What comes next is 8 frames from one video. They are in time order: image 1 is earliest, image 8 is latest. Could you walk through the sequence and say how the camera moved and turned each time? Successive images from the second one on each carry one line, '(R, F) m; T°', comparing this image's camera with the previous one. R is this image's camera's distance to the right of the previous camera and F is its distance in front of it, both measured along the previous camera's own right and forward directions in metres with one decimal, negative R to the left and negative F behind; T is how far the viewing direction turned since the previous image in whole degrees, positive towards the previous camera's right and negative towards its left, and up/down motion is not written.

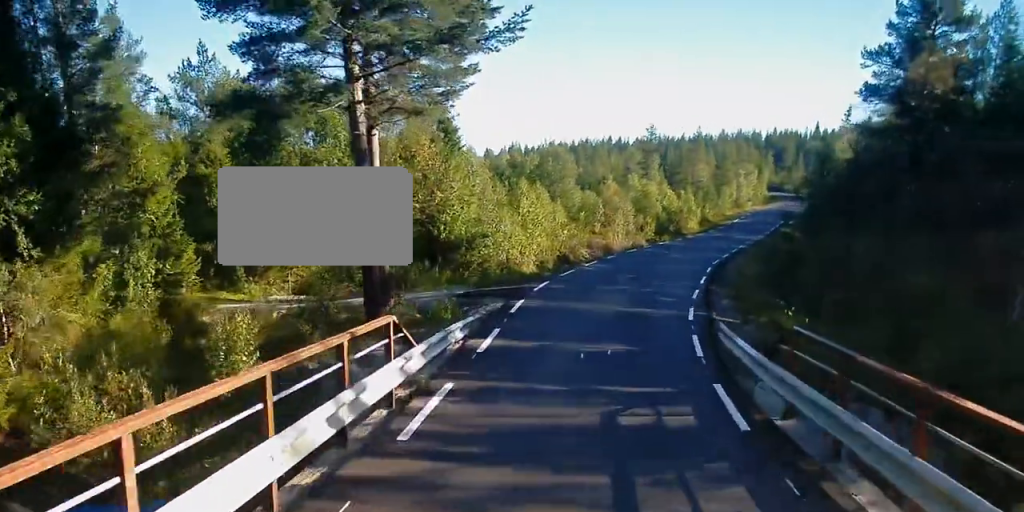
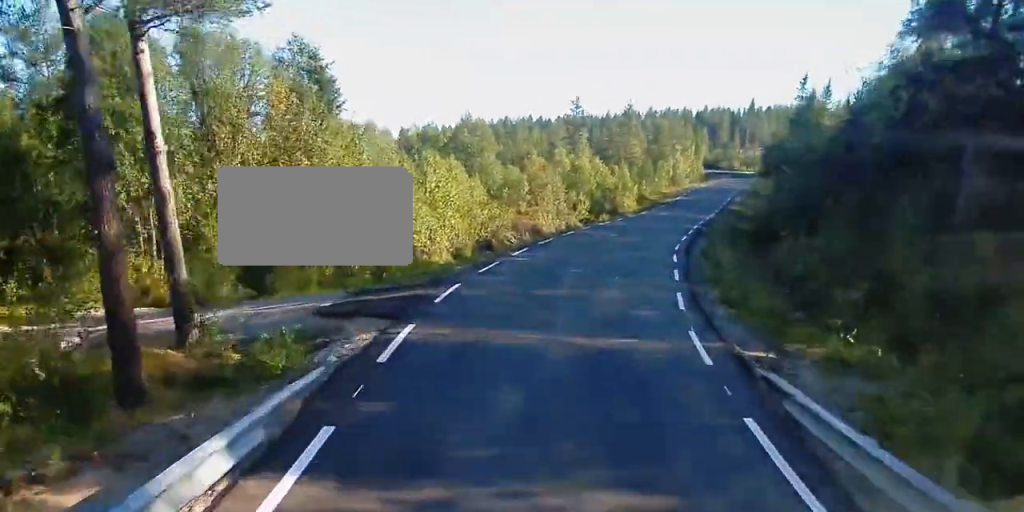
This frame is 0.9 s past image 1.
(+0.5, +9.5) m; +6°
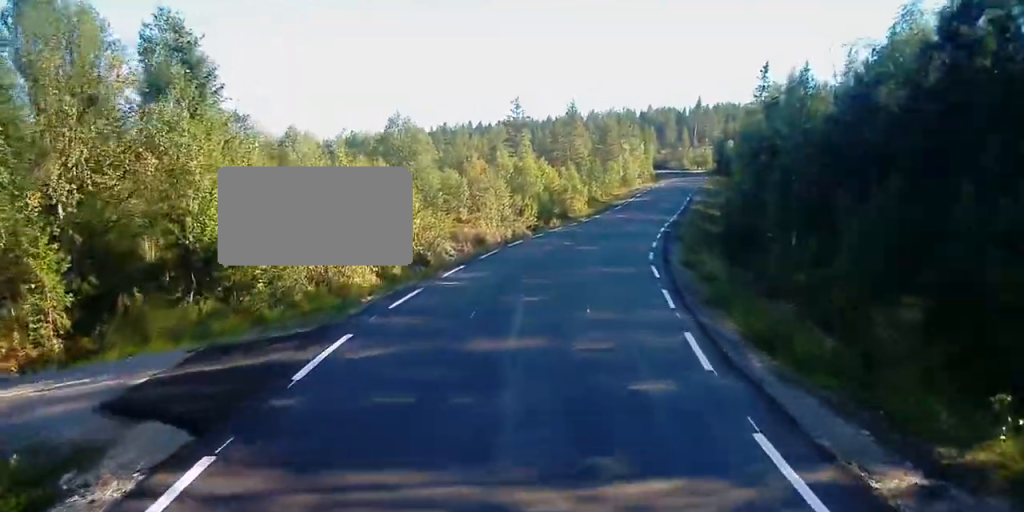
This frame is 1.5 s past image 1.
(+0.2, +7.1) m; +4°
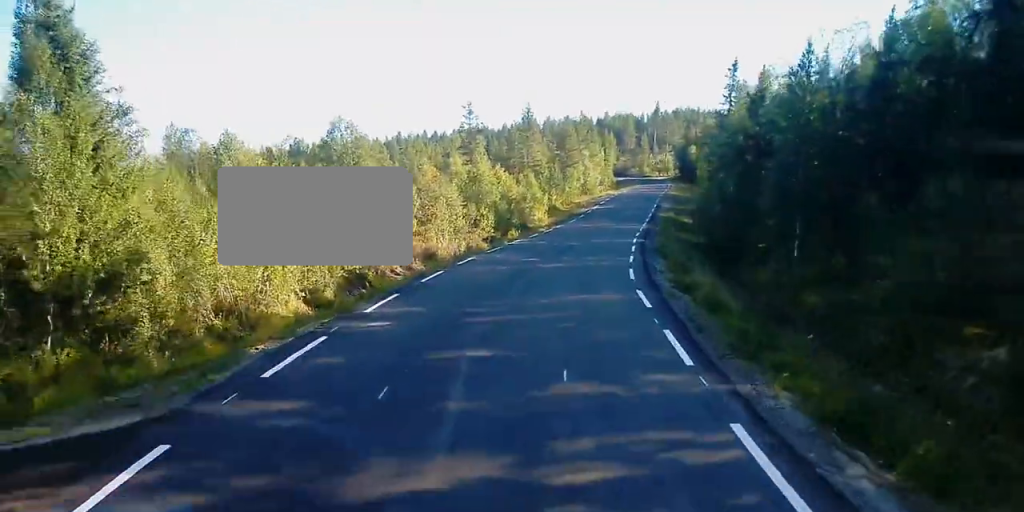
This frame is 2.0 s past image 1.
(+0.2, +5.5) m; +1°
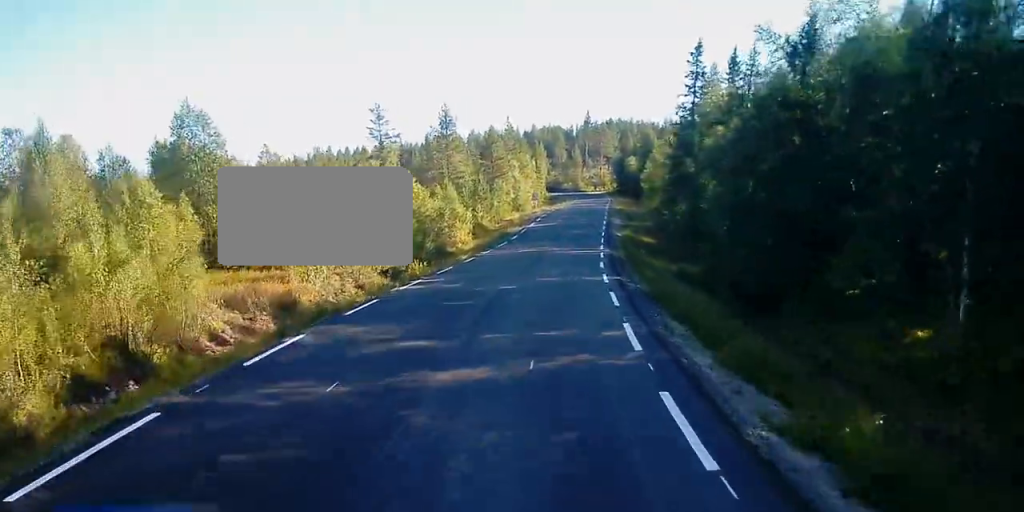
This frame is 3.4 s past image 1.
(+0.5, +15.9) m; +3°
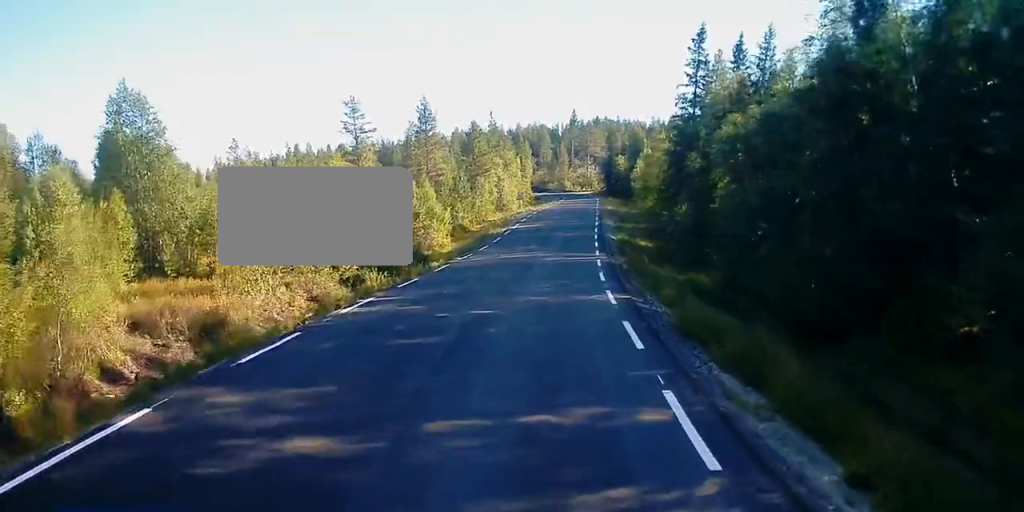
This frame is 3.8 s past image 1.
(+0.1, +5.9) m; +1°
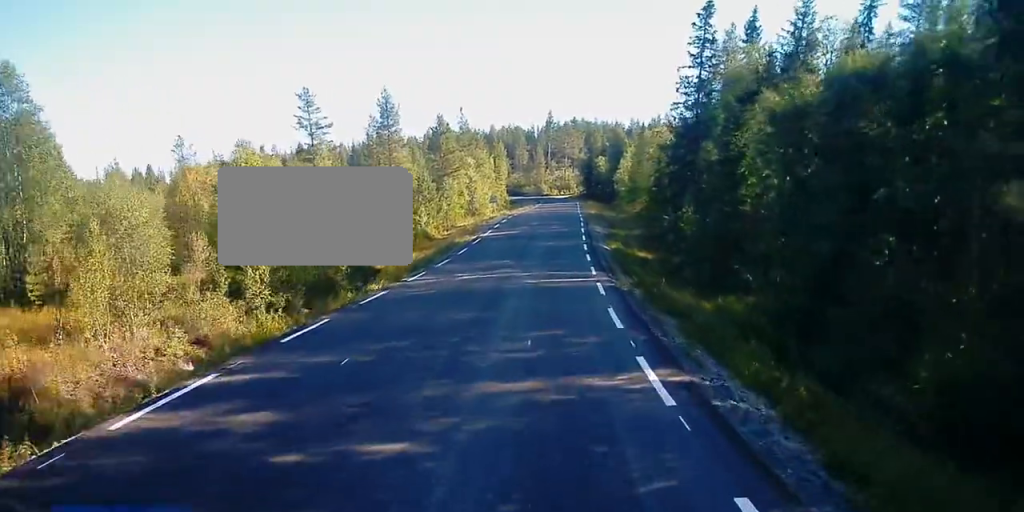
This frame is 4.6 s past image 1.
(+0.2, +9.5) m; +1°
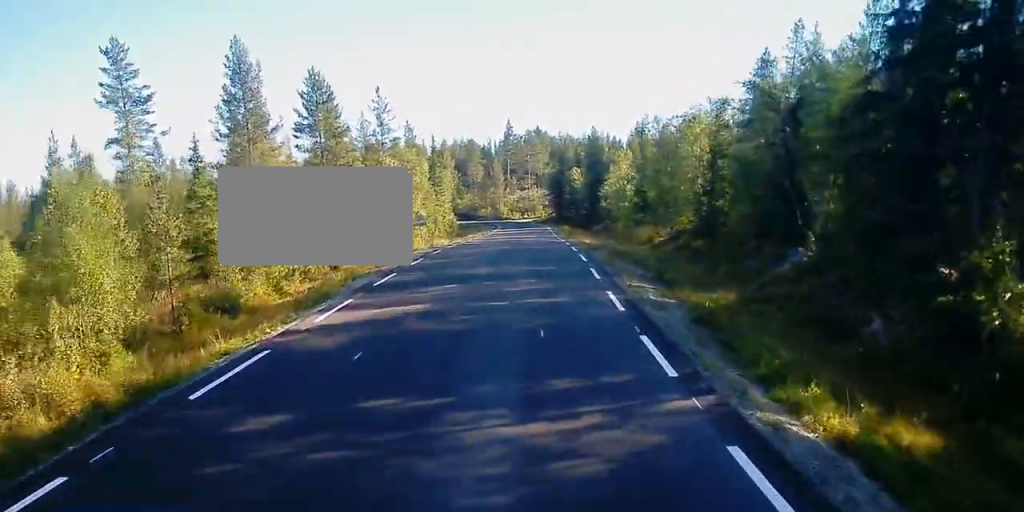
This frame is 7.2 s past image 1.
(+1.2, +34.5) m; +4°
